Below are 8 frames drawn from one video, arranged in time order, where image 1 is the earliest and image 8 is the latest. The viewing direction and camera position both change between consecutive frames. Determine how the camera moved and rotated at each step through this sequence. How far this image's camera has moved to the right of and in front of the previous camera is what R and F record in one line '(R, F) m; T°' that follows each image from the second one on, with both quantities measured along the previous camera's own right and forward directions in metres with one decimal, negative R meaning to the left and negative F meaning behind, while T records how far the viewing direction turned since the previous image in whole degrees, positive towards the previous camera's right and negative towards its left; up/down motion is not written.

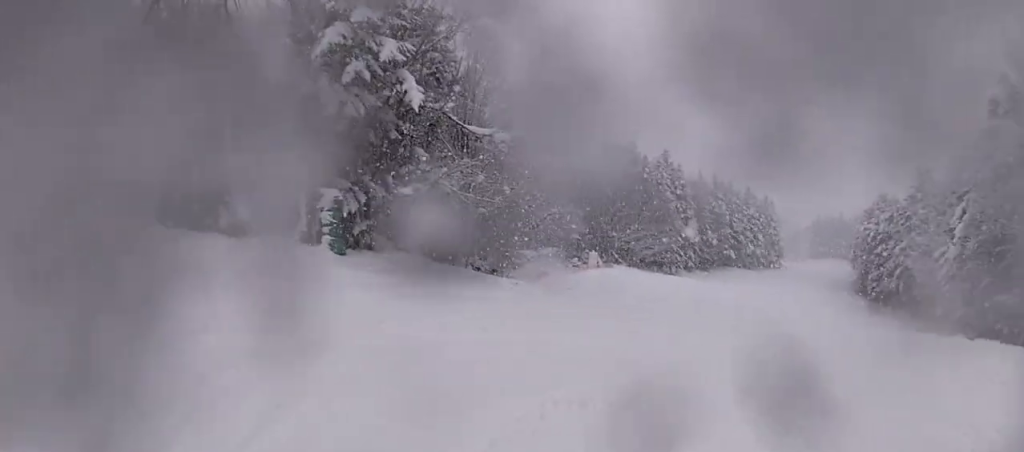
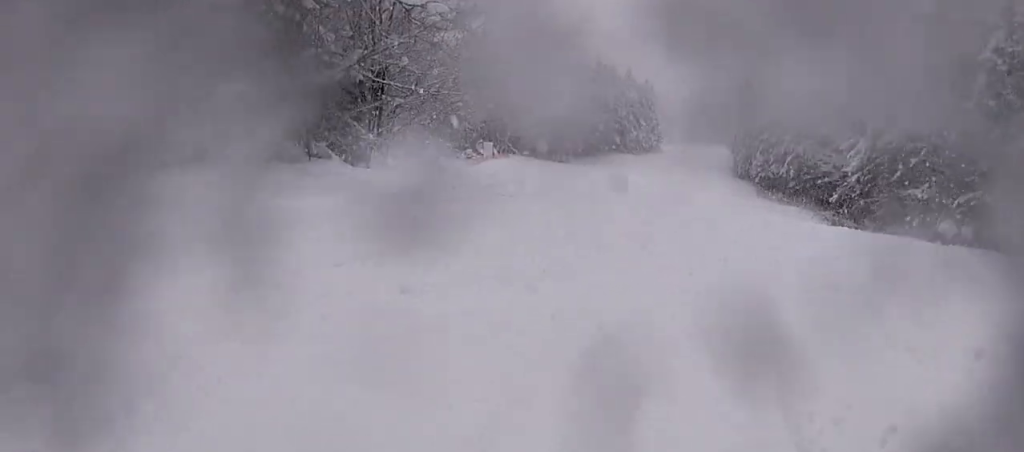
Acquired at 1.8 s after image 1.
(+0.9, +4.2) m; +39°
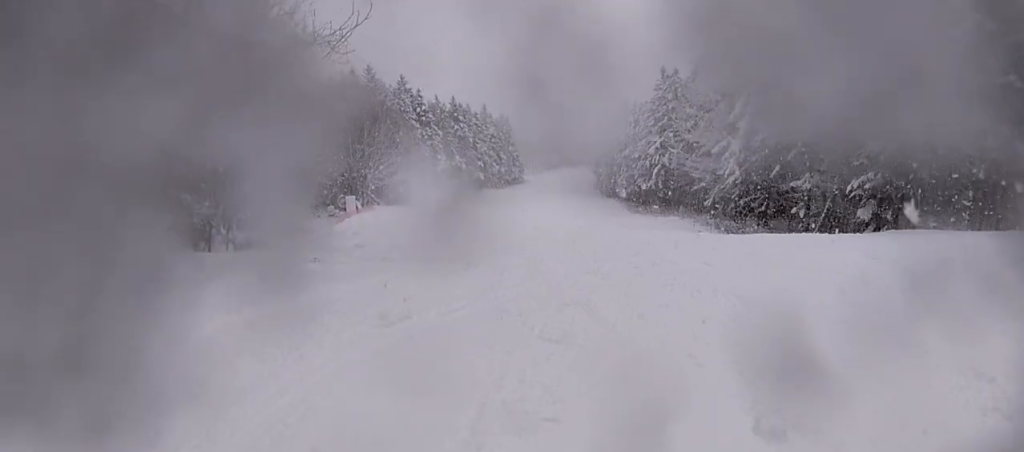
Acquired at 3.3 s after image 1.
(+1.3, +3.3) m; +31°
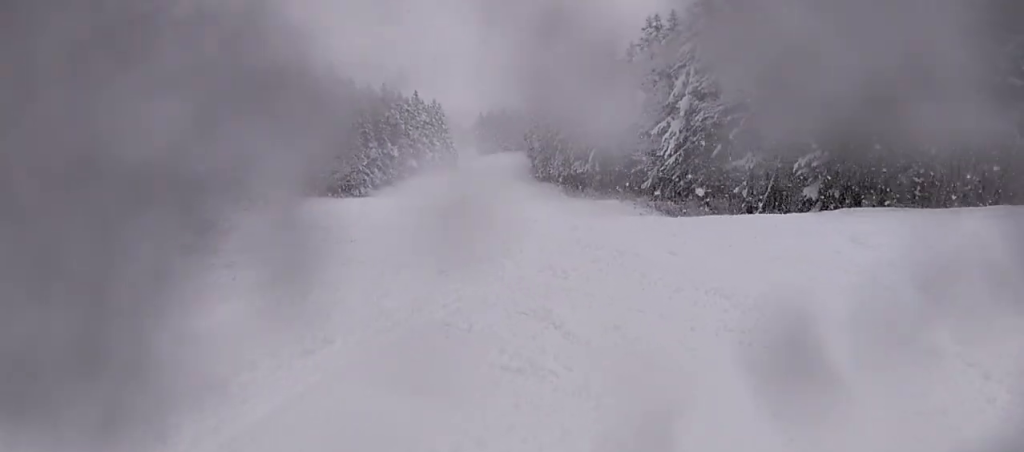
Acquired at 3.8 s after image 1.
(+0.1, +1.4) m; +1°
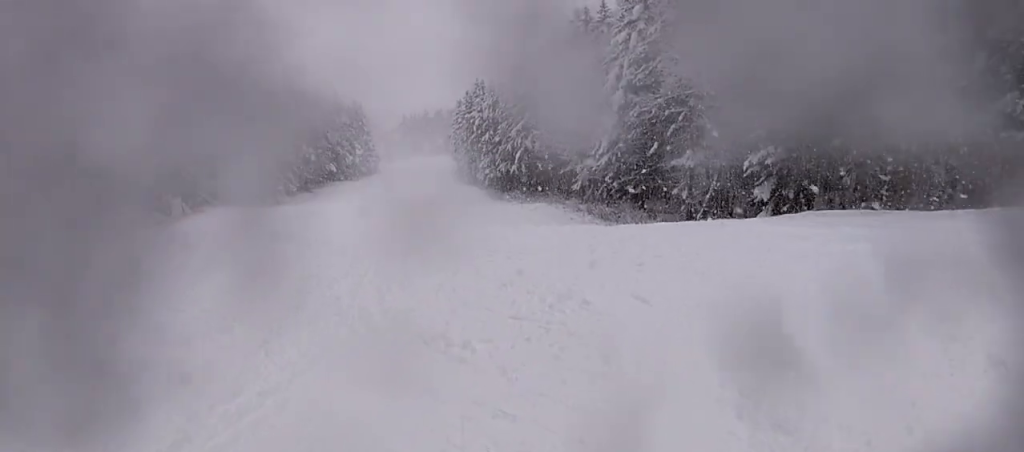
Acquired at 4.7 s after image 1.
(0.0, +3.2) m; +1°
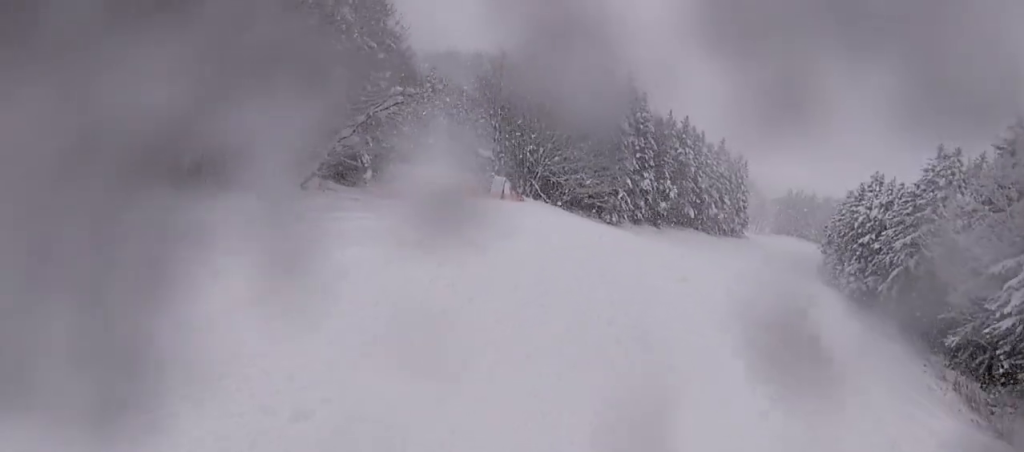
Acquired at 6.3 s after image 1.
(+0.1, +6.3) m; -1°
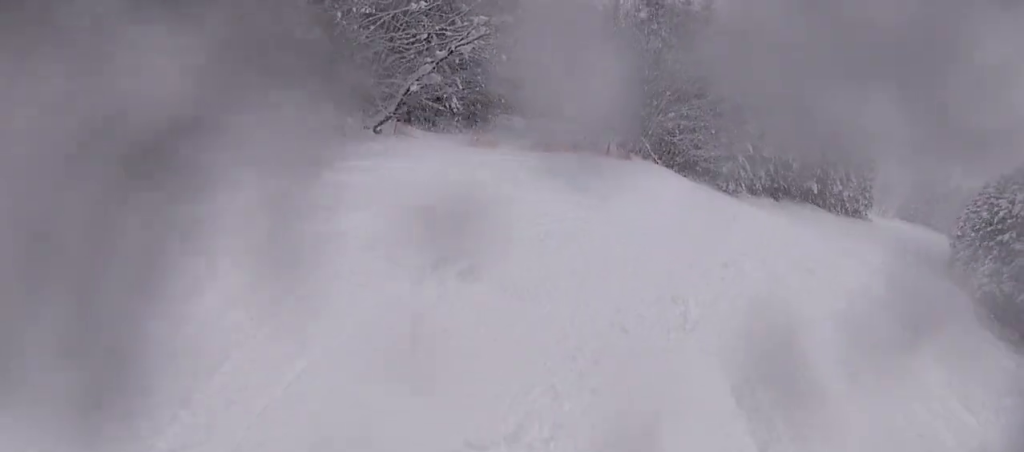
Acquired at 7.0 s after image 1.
(-0.1, +3.4) m; -2°
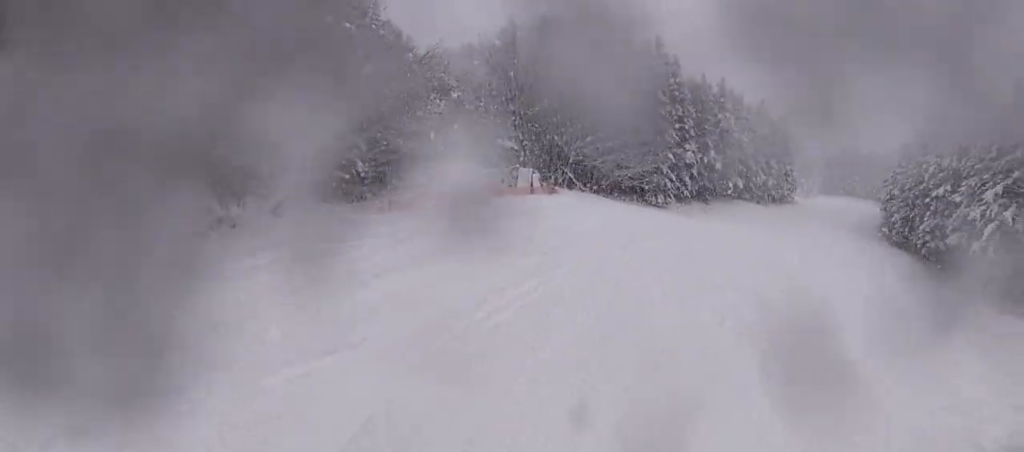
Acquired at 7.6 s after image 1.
(0.0, +3.0) m; +2°
